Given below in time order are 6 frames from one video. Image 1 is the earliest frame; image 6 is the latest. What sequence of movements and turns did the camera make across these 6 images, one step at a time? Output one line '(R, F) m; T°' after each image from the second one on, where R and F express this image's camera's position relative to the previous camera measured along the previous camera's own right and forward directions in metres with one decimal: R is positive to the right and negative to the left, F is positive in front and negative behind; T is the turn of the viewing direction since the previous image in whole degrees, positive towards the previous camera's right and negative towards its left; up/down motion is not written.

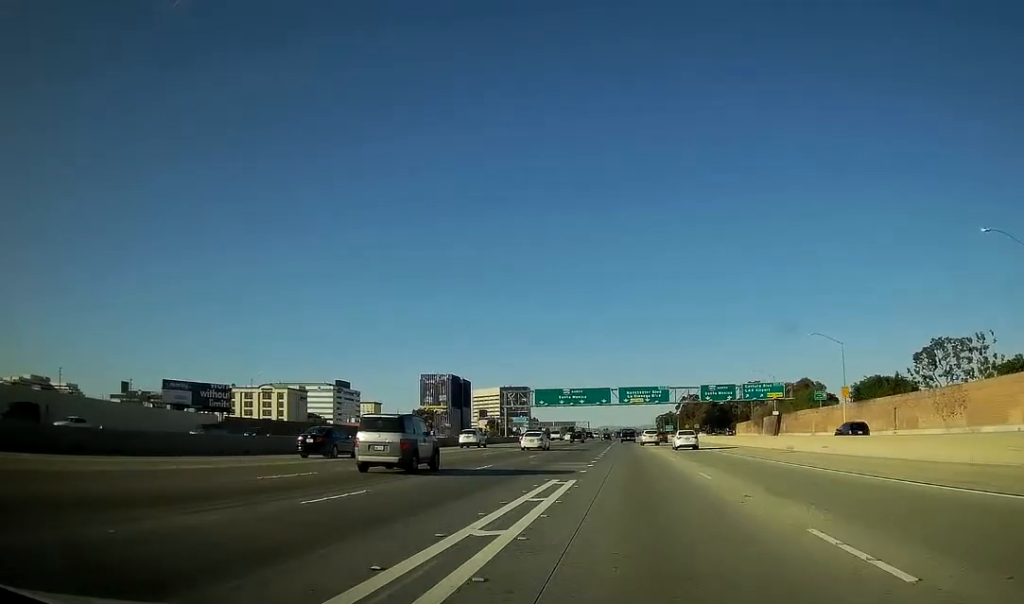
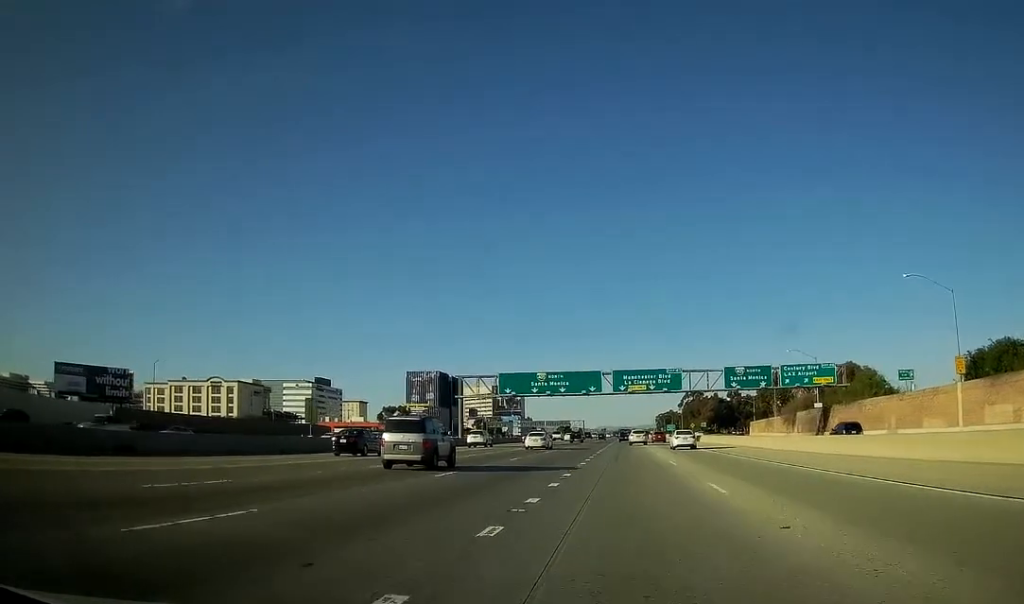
(+0.5, +34.2) m; +1°
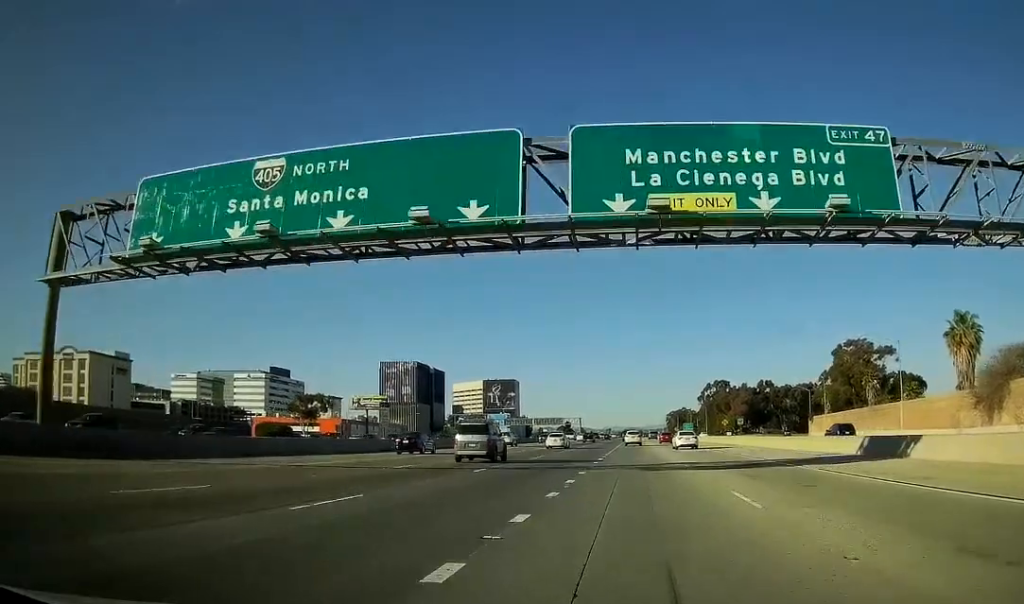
(-1.0, +67.2) m; -2°
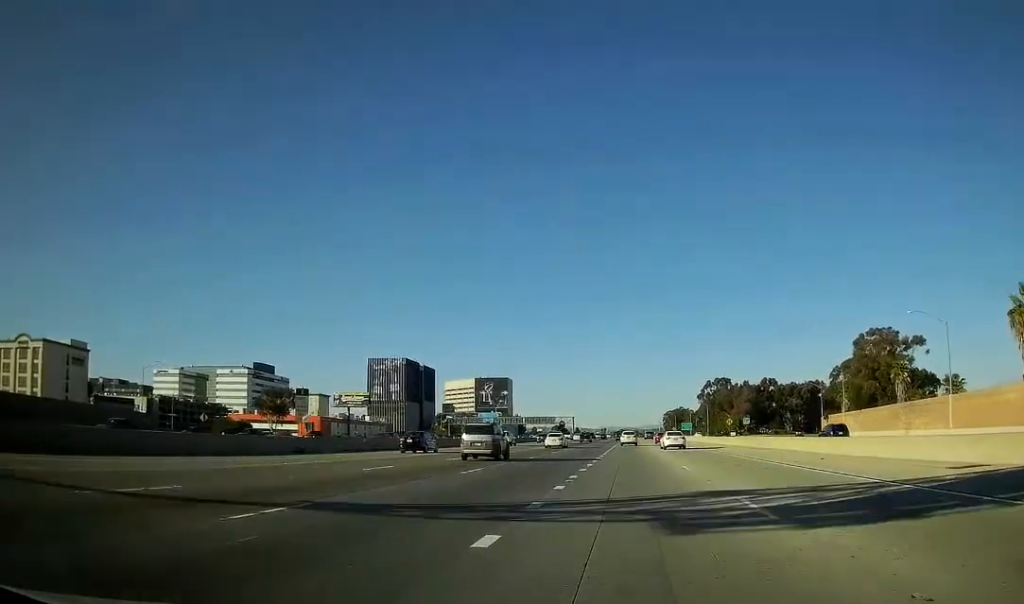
(0.0, +12.0) m; 0°
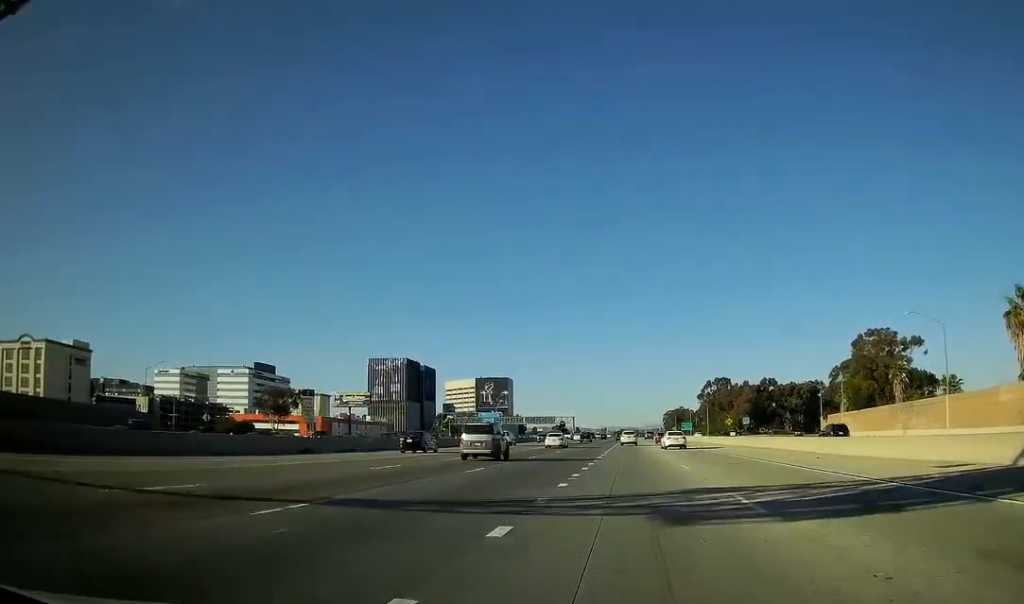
(0.0, +18.2) m; 0°
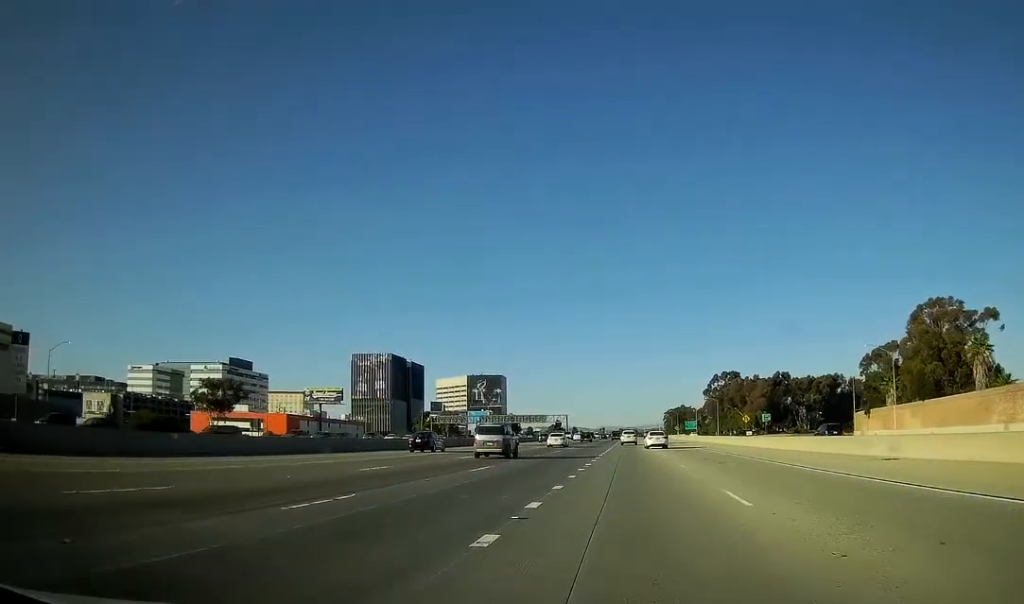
(0.0, +22.7) m; 0°
